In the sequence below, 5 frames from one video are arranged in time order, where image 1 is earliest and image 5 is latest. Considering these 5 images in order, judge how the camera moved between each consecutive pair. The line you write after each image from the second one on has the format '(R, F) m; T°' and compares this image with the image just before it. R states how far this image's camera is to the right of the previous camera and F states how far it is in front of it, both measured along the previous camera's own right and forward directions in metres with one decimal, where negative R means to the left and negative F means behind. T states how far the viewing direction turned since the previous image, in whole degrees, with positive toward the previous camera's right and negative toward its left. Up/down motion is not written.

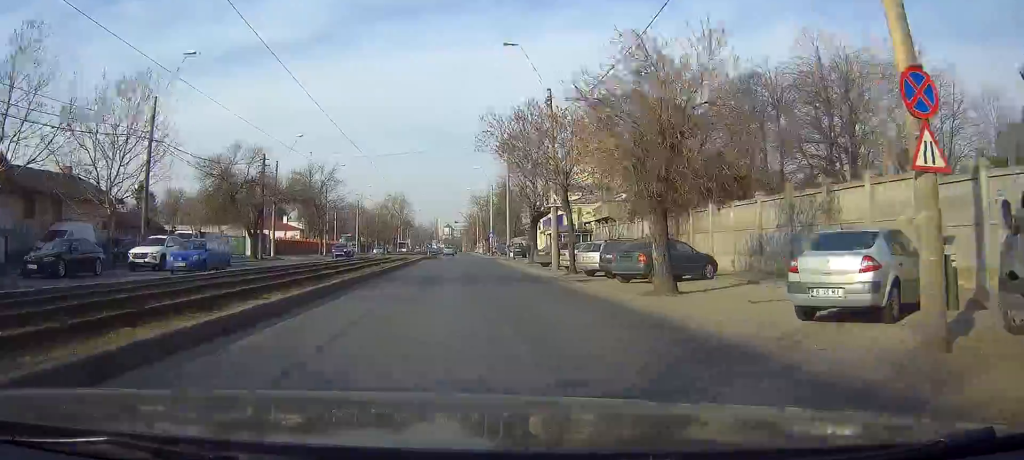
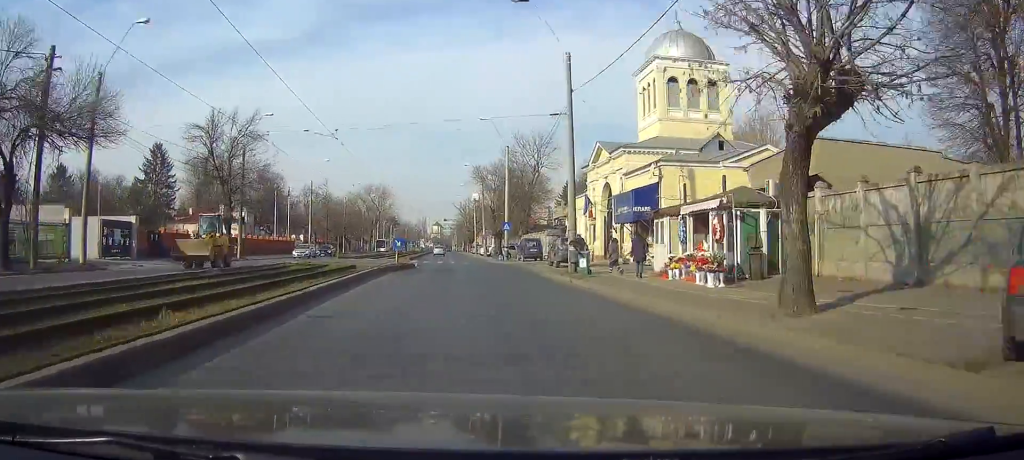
(+0.2, +29.5) m; +1°
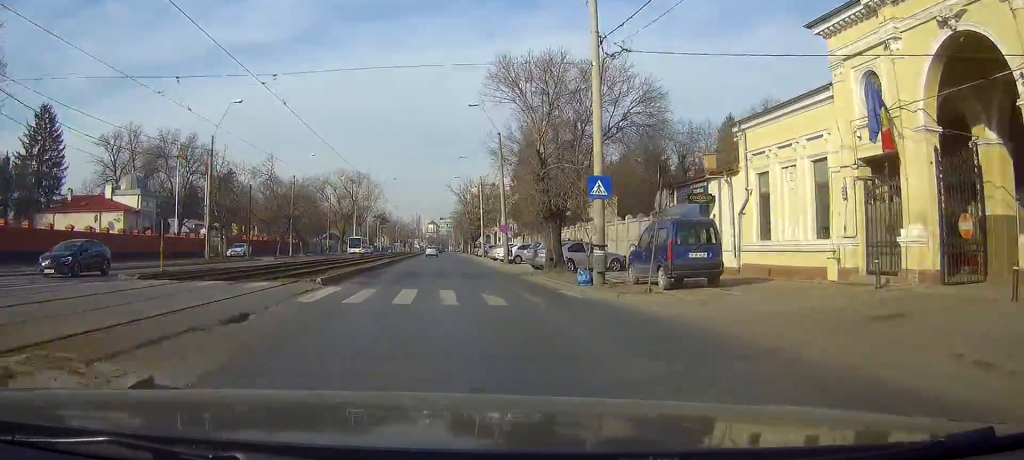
(+0.3, +34.6) m; 0°
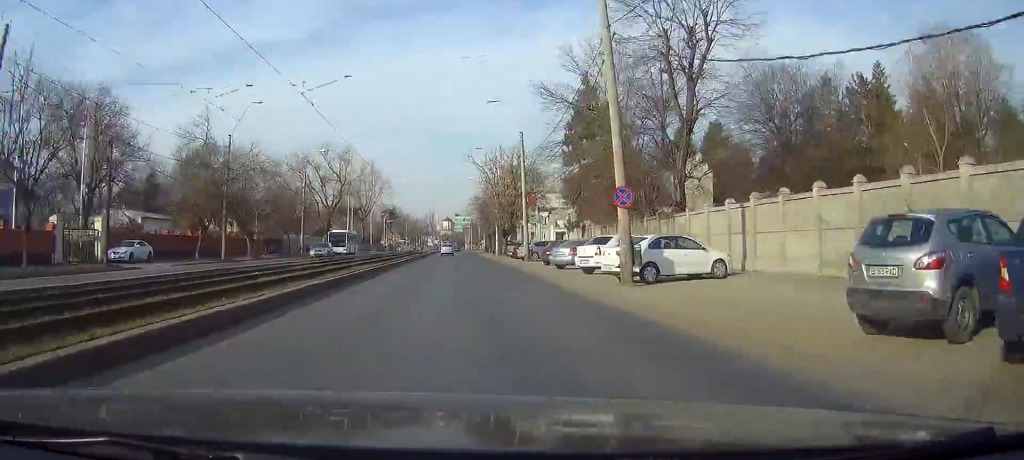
(-0.2, +29.8) m; -1°
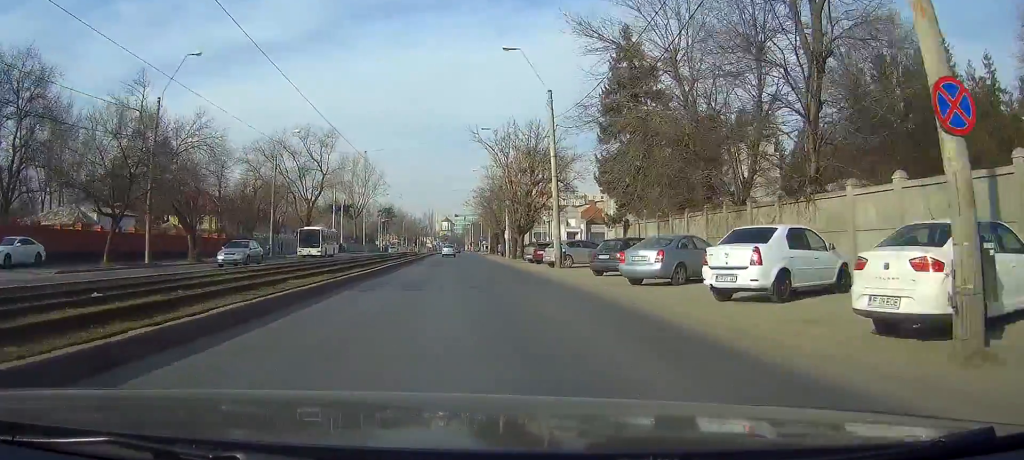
(-0.1, +14.2) m; 0°
